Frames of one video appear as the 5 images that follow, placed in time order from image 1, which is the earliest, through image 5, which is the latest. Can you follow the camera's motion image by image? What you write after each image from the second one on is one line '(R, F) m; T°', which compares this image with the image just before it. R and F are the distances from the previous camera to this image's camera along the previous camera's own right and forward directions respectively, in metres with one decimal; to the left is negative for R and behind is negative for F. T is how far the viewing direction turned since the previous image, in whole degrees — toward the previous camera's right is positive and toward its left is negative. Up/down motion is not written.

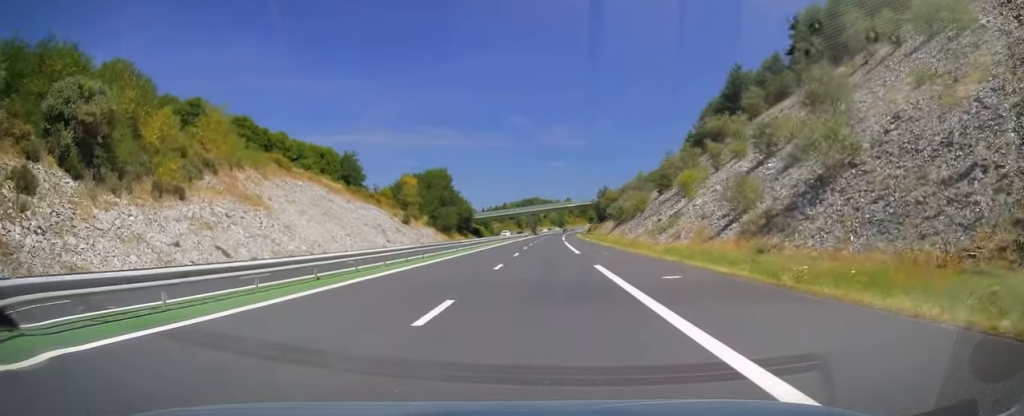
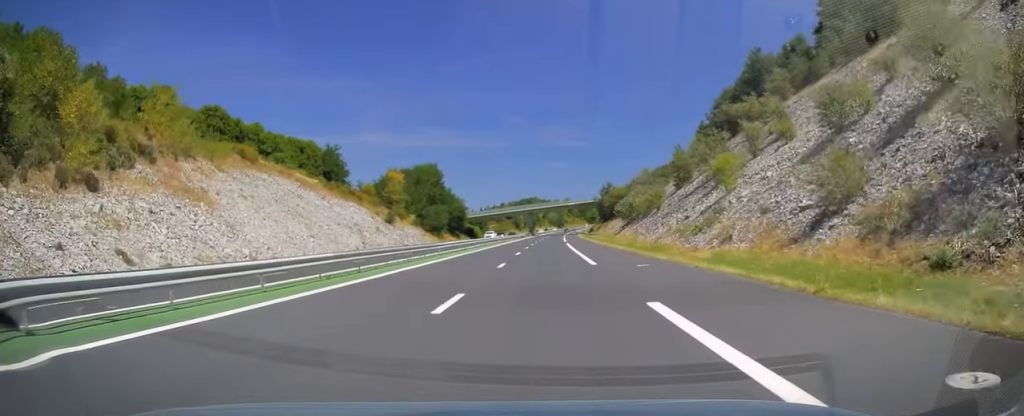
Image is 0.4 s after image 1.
(+0.1, +11.7) m; 0°
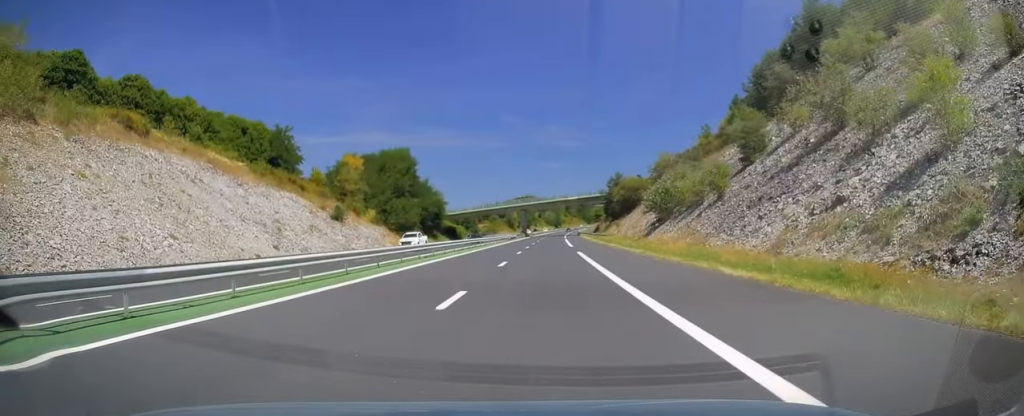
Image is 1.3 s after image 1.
(+0.2, +25.4) m; 0°
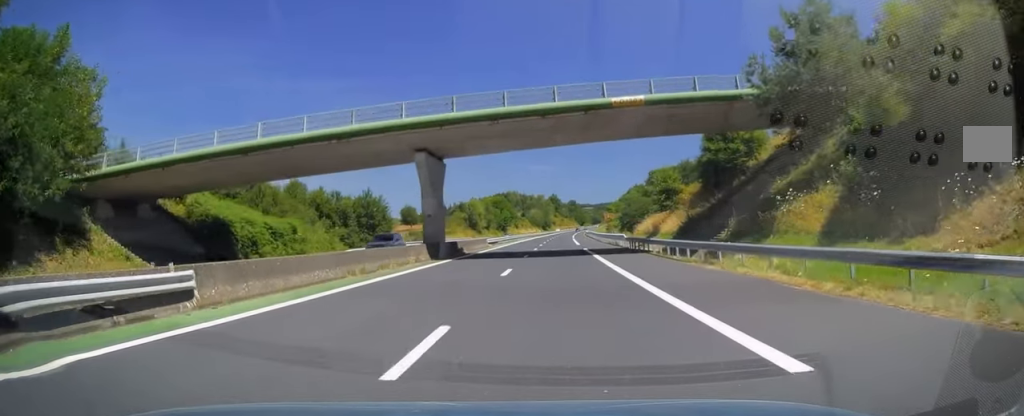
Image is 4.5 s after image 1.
(+0.7, +96.1) m; +1°
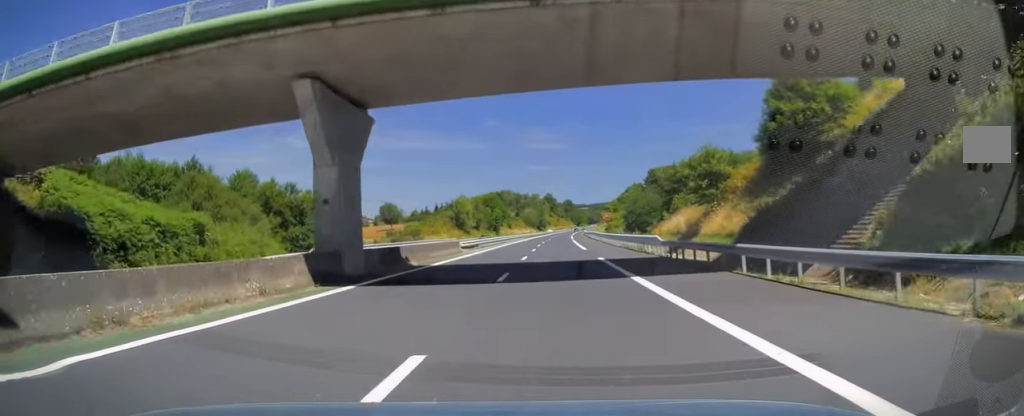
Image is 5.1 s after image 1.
(-0.2, +15.2) m; 0°
